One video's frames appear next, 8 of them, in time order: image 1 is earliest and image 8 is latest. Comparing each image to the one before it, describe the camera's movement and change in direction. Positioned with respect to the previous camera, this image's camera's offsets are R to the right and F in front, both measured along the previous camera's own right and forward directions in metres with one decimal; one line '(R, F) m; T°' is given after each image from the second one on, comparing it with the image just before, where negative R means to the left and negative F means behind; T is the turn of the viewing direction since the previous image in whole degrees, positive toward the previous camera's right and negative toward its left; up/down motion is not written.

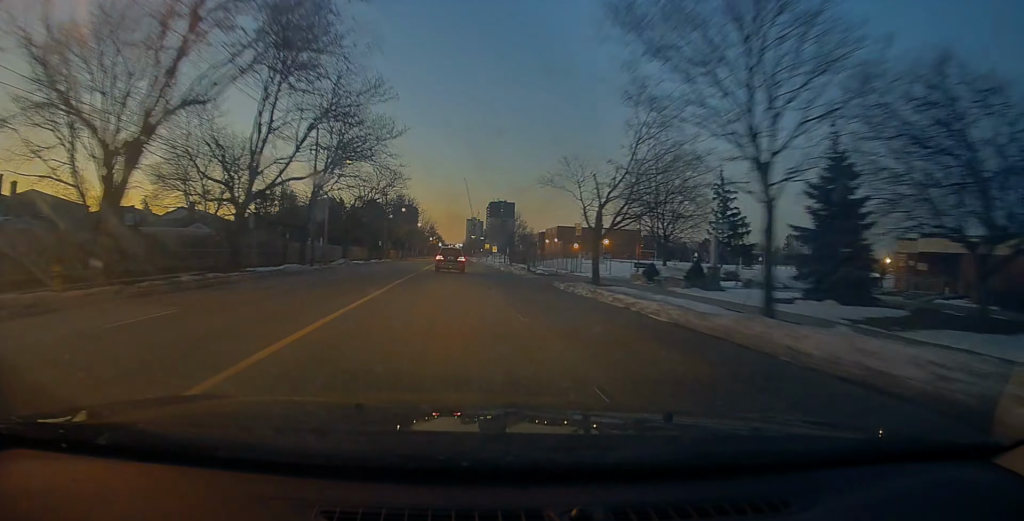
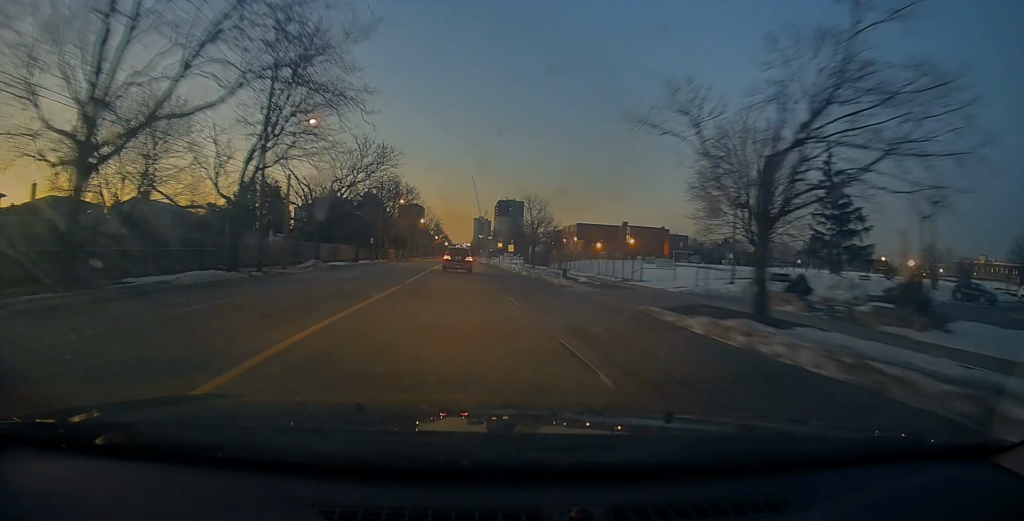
(0.0, +14.9) m; 0°
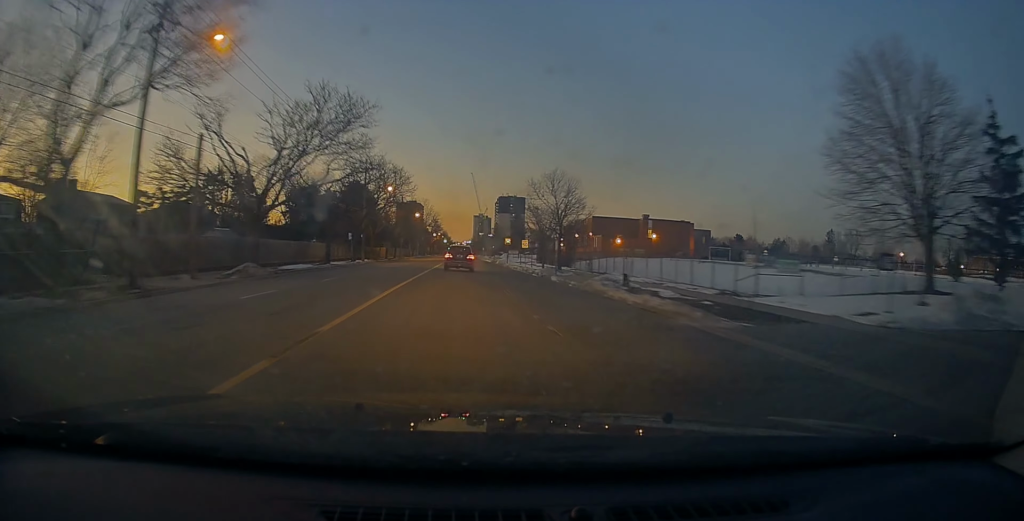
(+0.1, +14.3) m; +1°
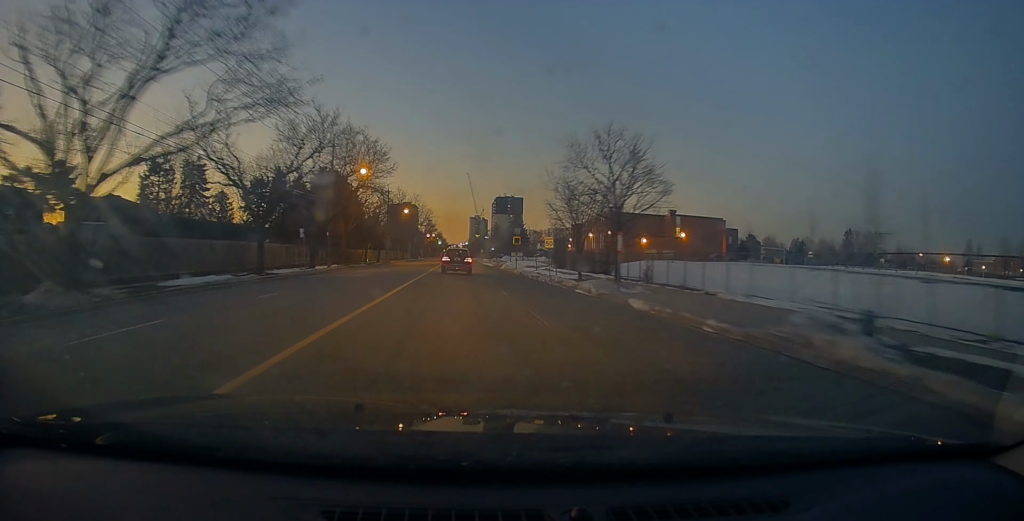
(0.0, +16.2) m; -1°
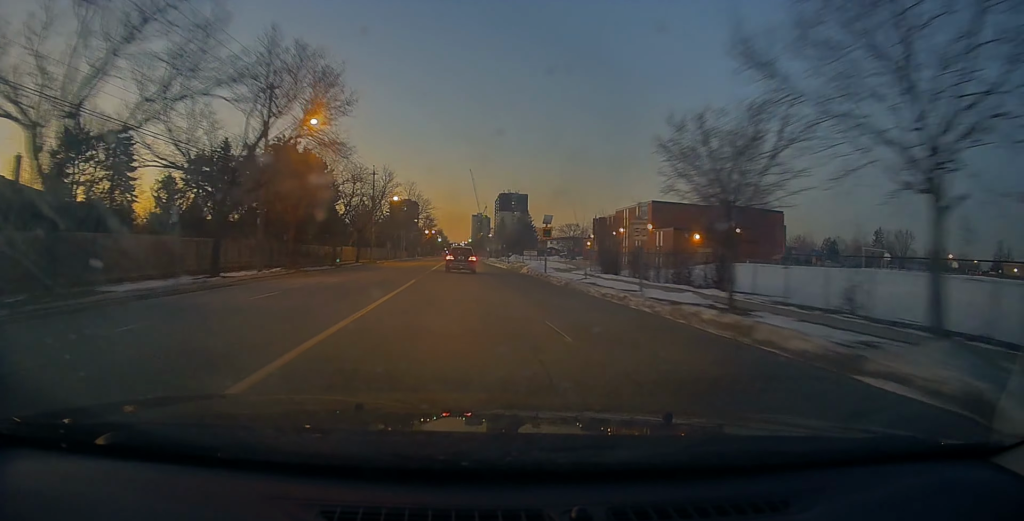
(-0.2, +19.1) m; +1°
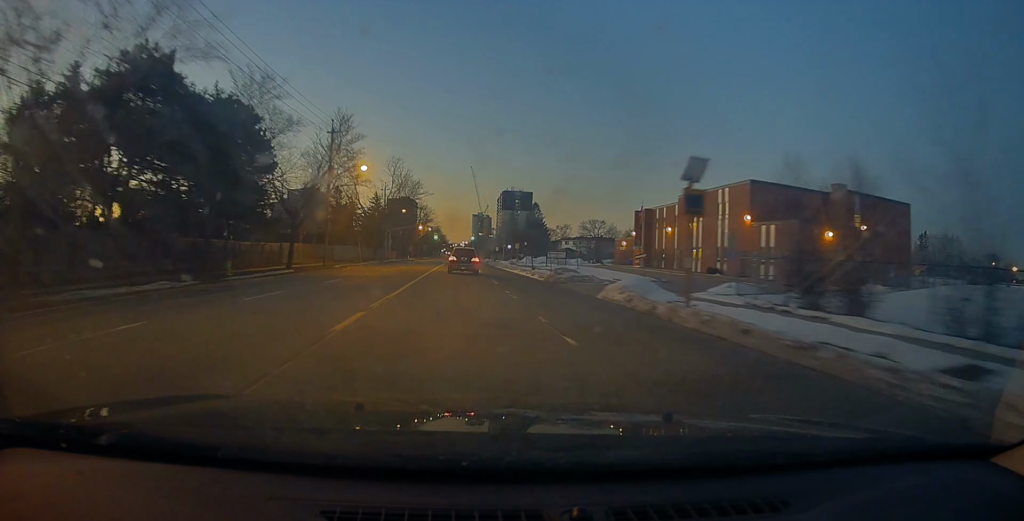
(-0.4, +26.9) m; -4°
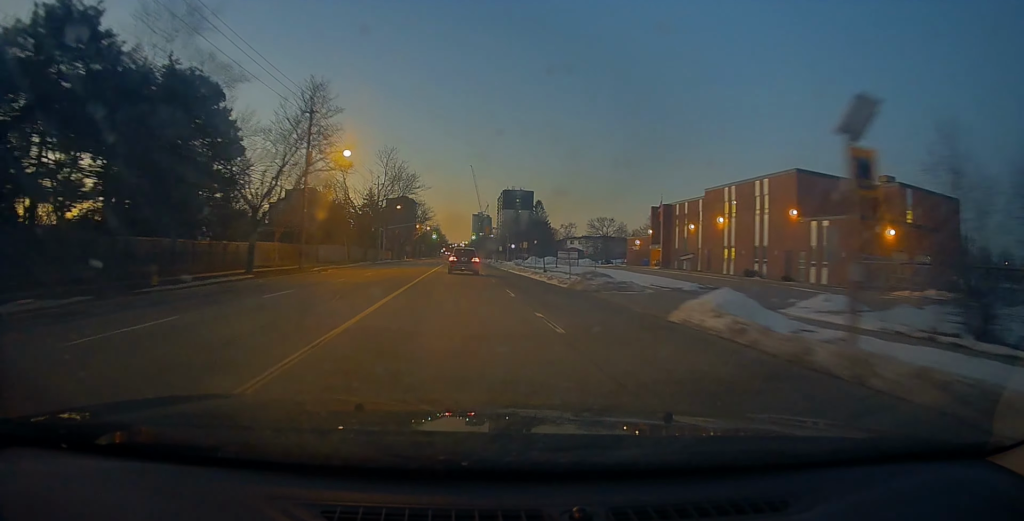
(-0.2, +7.7) m; 0°
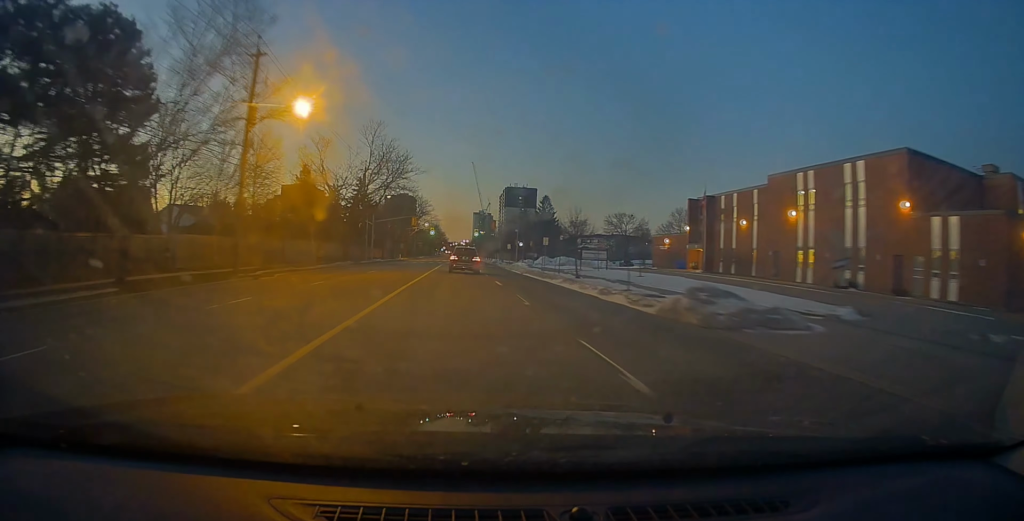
(+0.1, +12.9) m; +2°
